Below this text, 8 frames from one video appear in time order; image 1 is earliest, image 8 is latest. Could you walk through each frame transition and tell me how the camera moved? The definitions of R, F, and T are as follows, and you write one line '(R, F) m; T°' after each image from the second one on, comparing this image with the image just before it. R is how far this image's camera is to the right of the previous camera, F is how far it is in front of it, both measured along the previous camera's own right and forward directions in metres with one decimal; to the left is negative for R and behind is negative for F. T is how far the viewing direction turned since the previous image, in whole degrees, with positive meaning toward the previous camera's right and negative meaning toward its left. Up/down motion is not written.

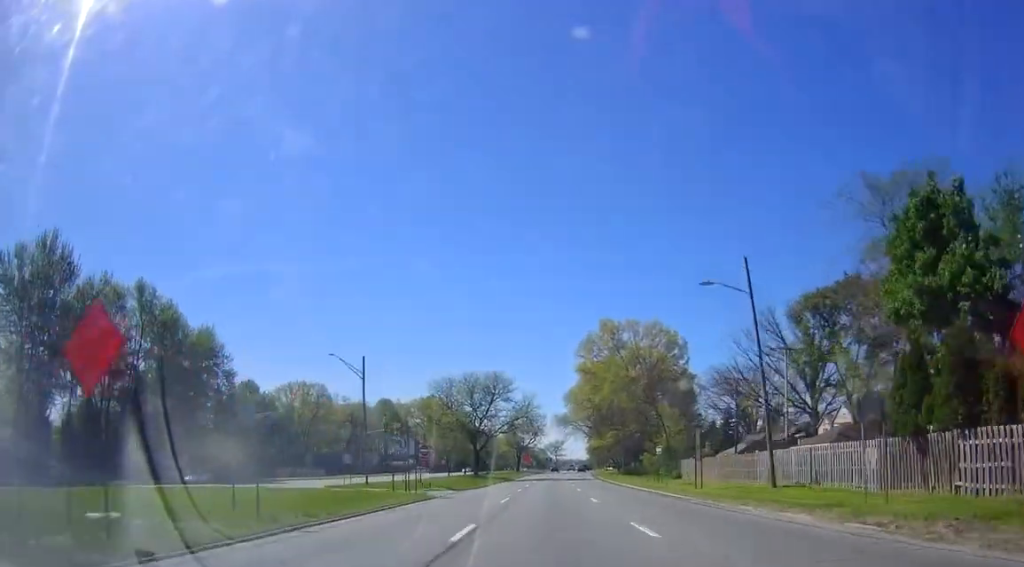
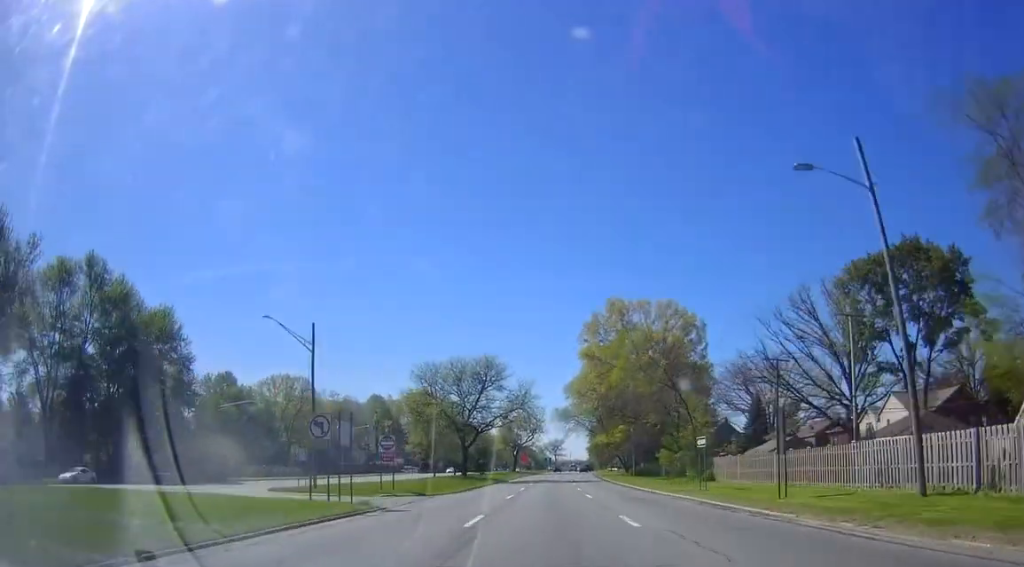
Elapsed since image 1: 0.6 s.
(-0.2, +12.5) m; 0°
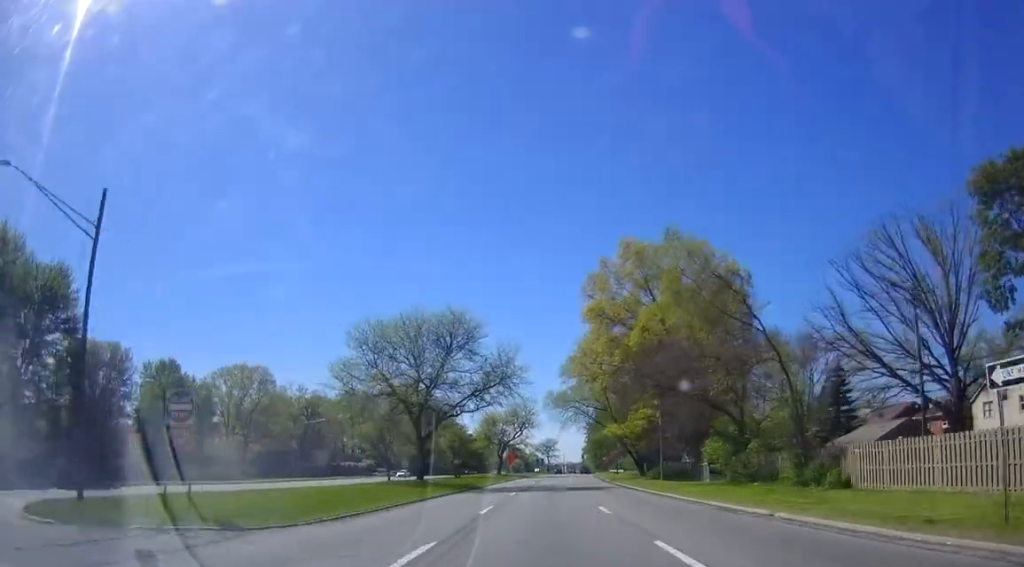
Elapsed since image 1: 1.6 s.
(0.0, +23.7) m; -1°
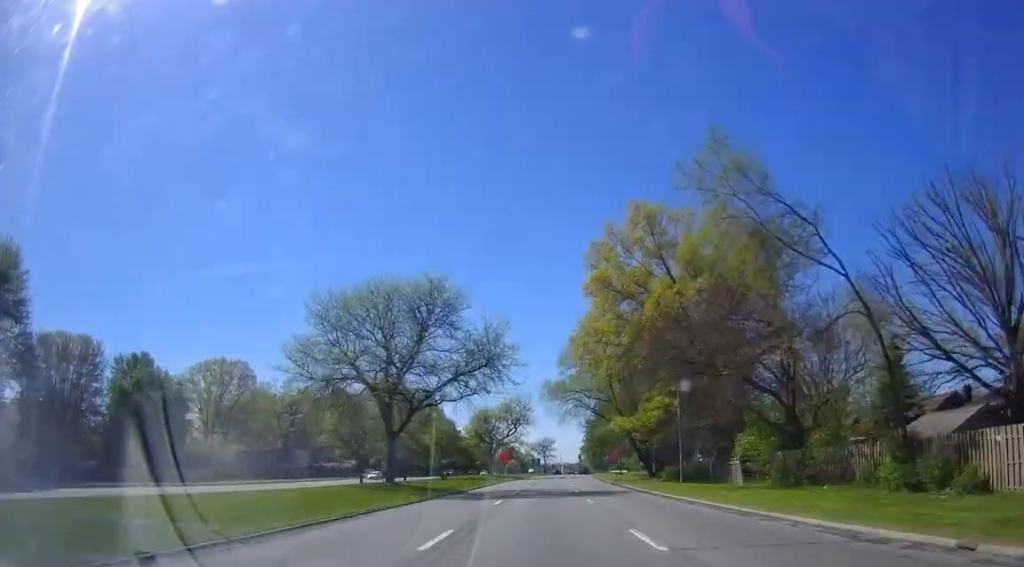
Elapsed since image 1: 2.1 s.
(+0.3, +9.7) m; 0°
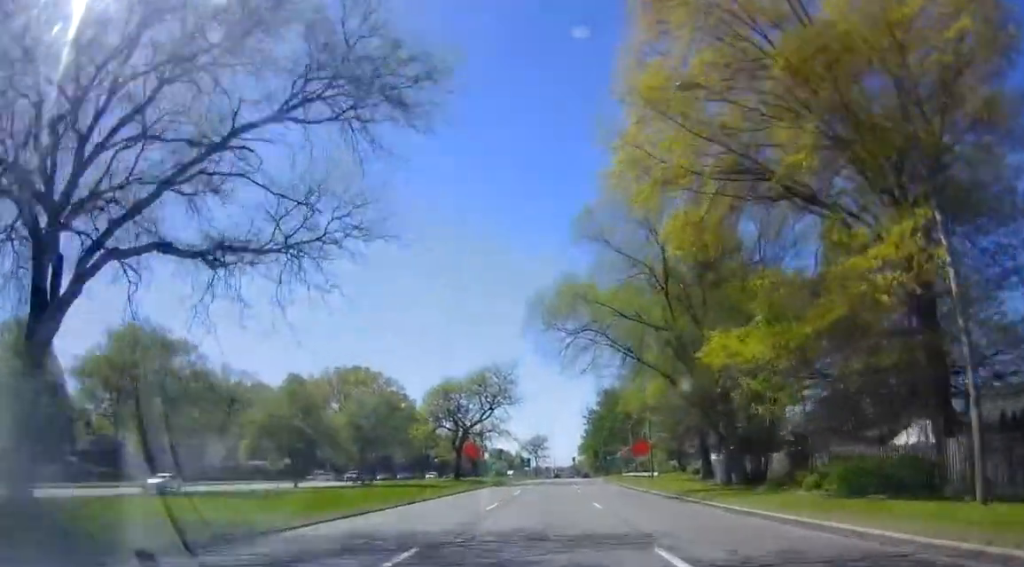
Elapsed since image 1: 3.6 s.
(-1.3, +34.4) m; -1°
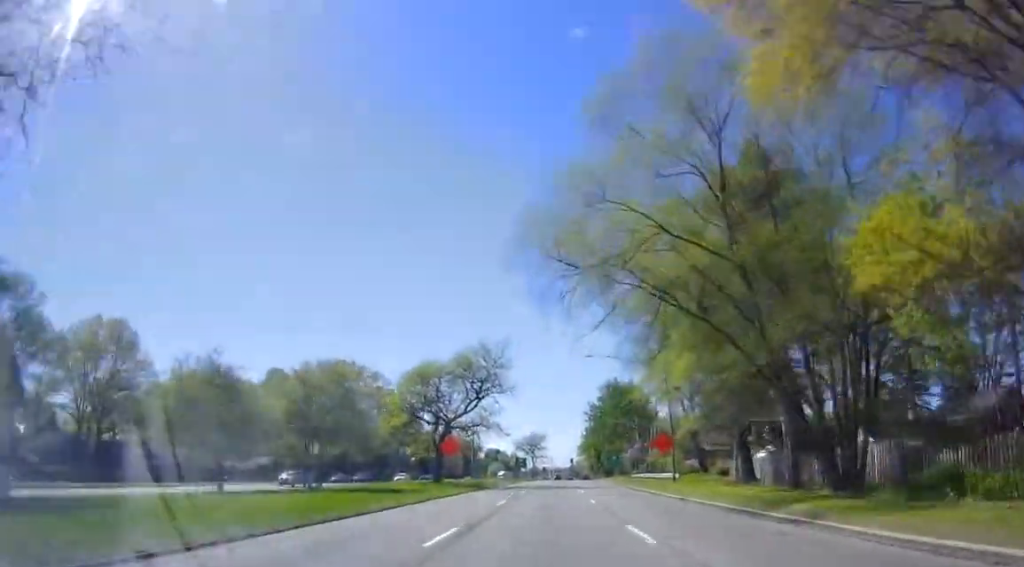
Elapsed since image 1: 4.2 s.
(-0.1, +11.4) m; +1°
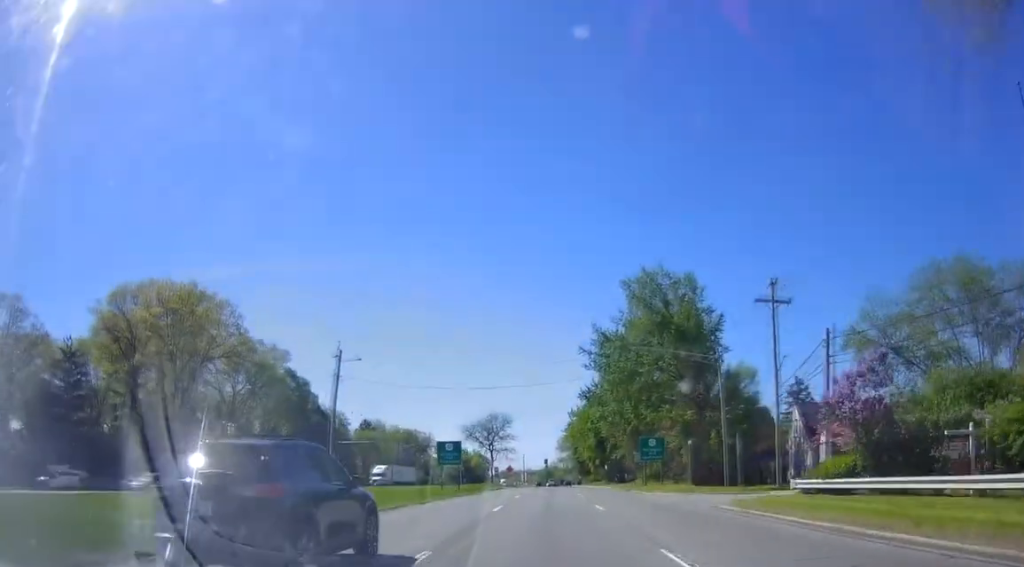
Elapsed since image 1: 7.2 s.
(0.0, +62.2) m; 0°
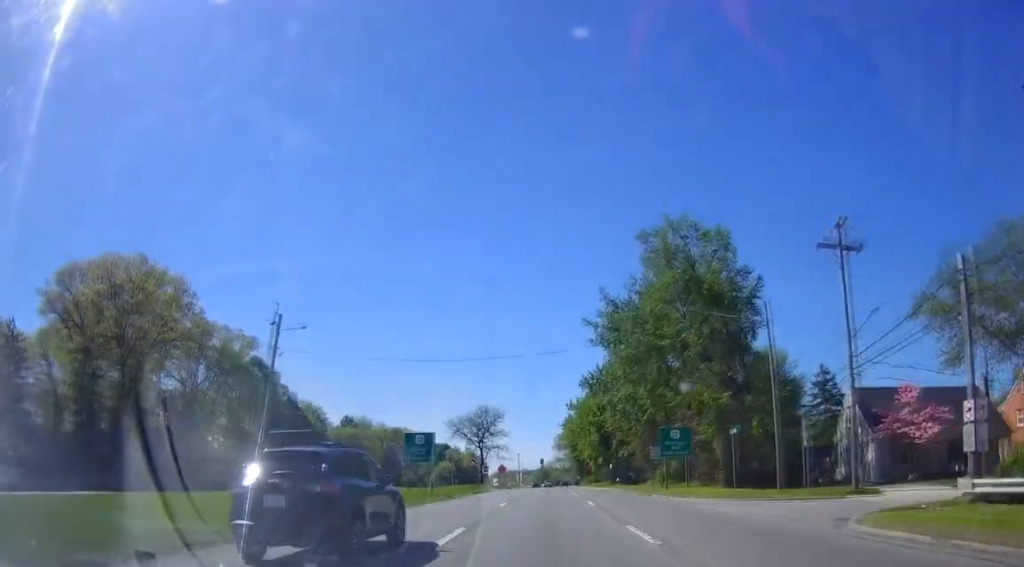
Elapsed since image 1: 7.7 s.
(+0.4, +11.0) m; +1°
